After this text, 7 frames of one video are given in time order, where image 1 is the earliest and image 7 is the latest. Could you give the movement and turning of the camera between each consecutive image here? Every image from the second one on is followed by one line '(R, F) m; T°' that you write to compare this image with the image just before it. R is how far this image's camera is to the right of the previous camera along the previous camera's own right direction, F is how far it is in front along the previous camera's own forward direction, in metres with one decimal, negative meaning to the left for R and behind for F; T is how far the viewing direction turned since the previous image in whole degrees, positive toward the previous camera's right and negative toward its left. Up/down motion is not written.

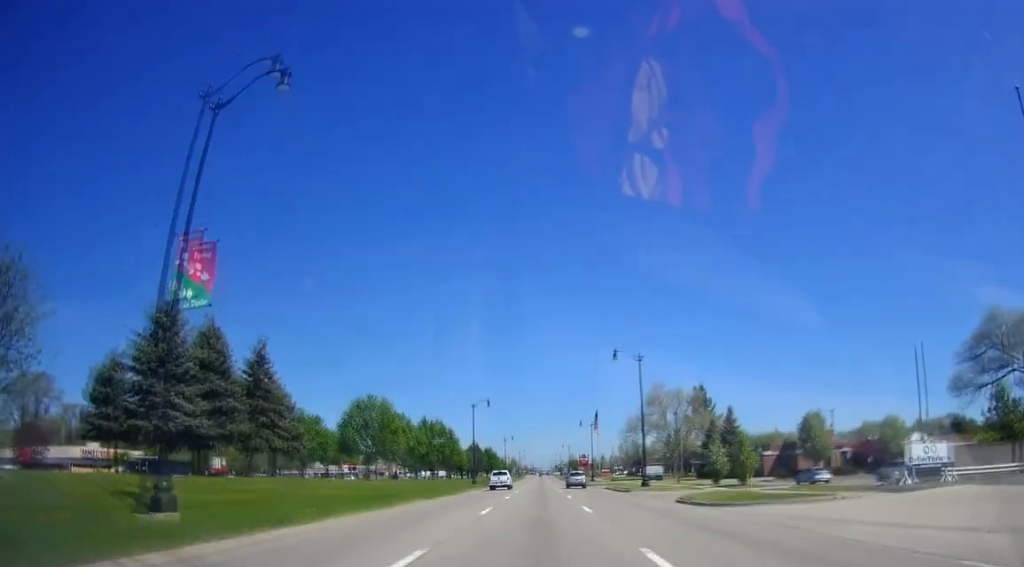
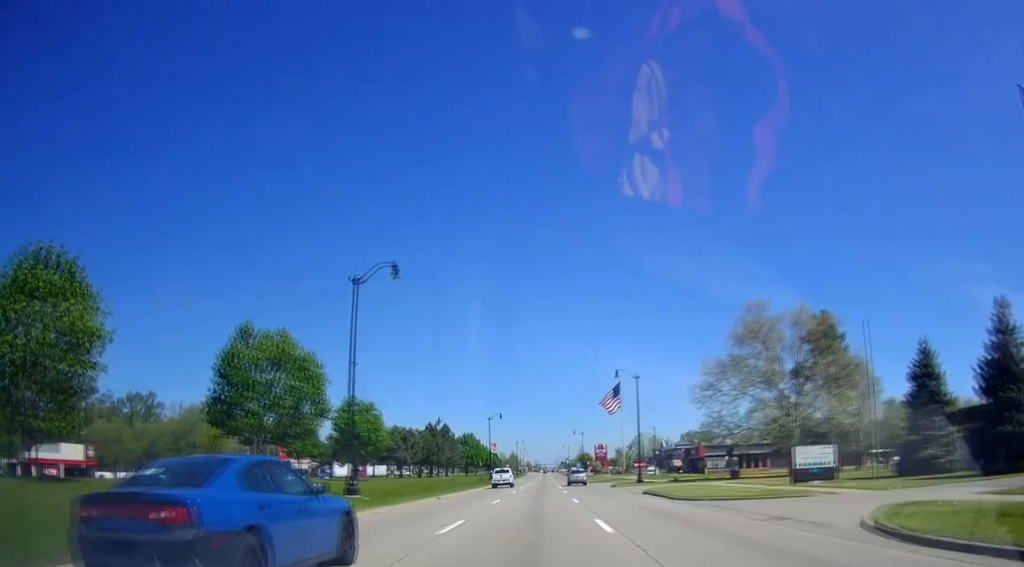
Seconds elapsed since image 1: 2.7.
(-0.9, +54.1) m; 0°
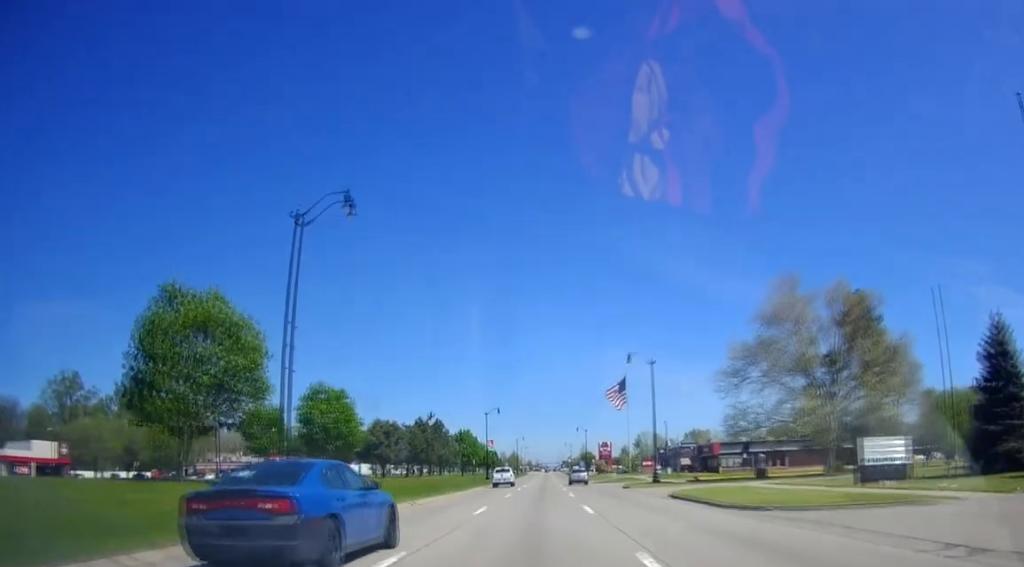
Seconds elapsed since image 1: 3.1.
(-0.1, +8.1) m; 0°
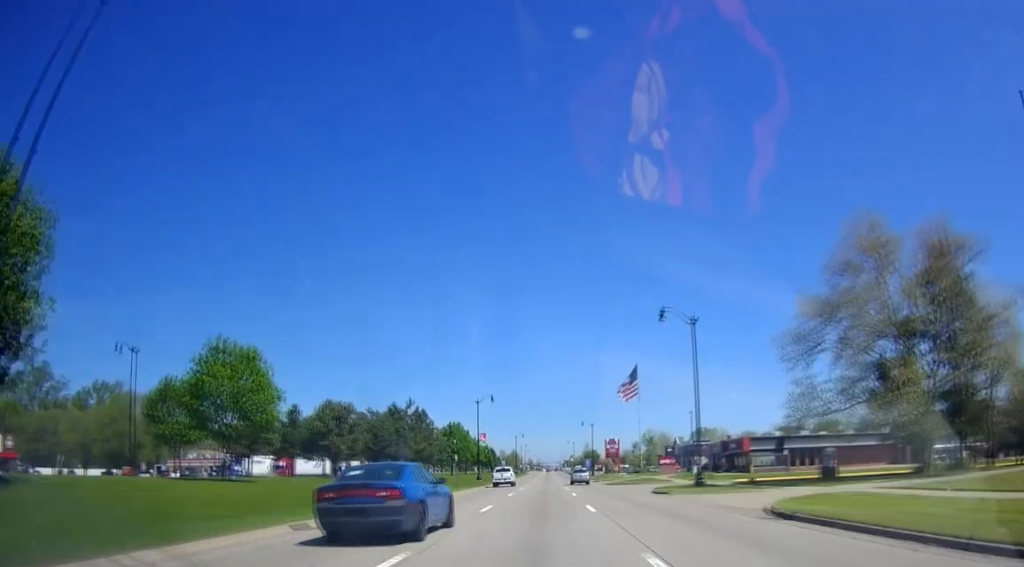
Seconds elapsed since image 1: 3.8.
(-0.1, +14.8) m; 0°
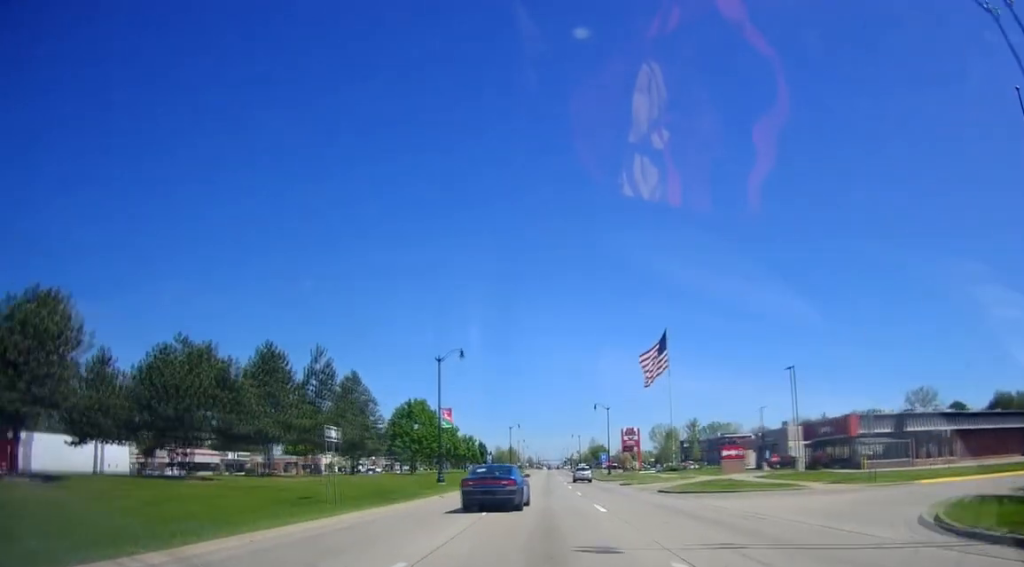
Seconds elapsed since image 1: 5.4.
(-0.5, +31.4) m; -1°
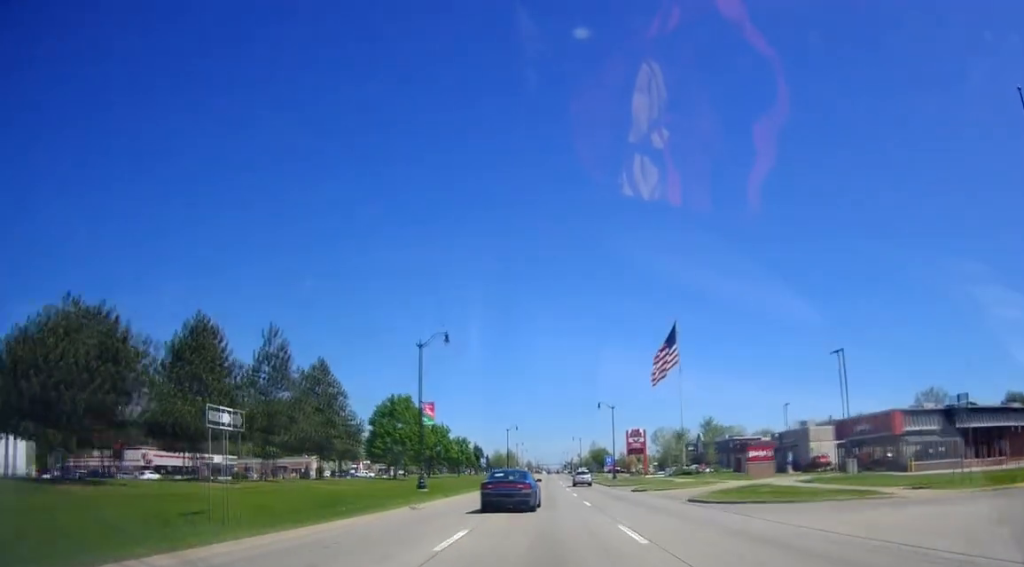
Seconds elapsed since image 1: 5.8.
(-0.1, +7.9) m; 0°
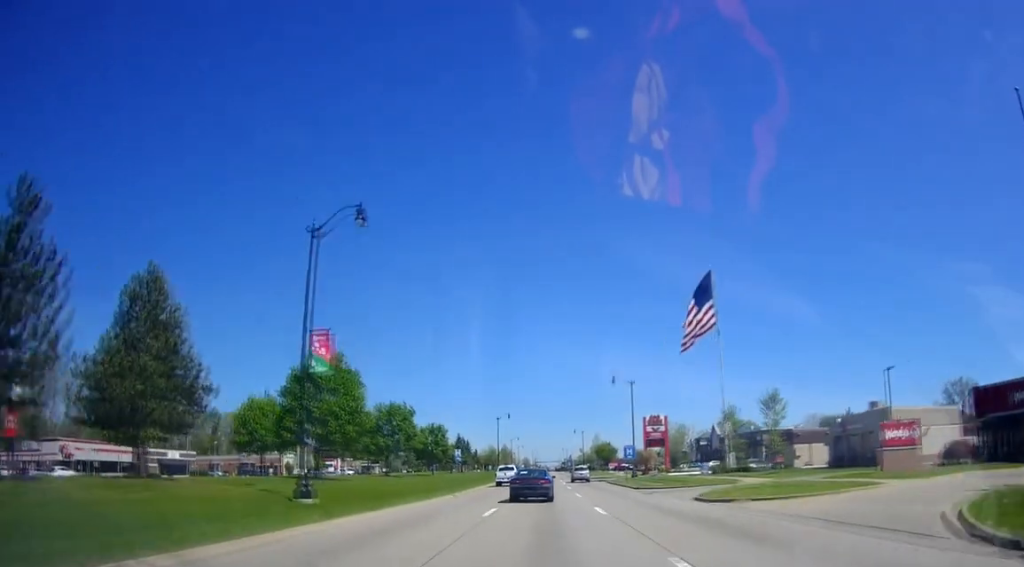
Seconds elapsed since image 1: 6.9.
(+0.6, +21.7) m; +1°
